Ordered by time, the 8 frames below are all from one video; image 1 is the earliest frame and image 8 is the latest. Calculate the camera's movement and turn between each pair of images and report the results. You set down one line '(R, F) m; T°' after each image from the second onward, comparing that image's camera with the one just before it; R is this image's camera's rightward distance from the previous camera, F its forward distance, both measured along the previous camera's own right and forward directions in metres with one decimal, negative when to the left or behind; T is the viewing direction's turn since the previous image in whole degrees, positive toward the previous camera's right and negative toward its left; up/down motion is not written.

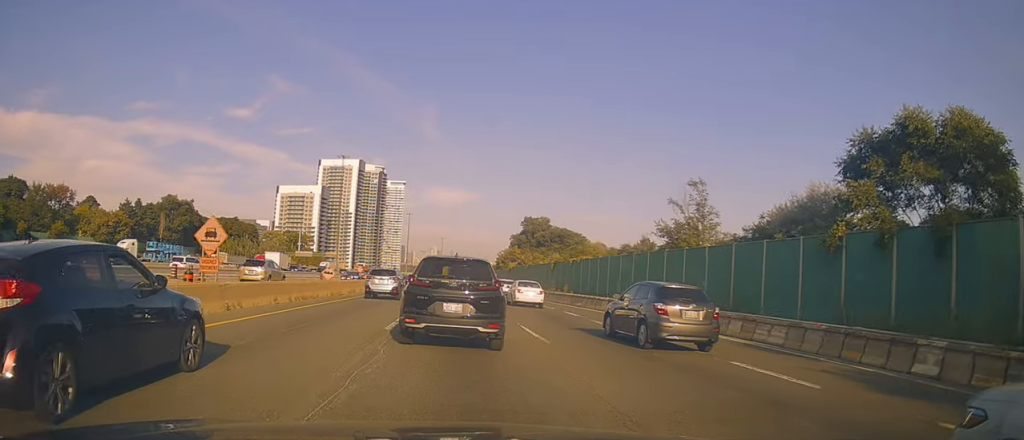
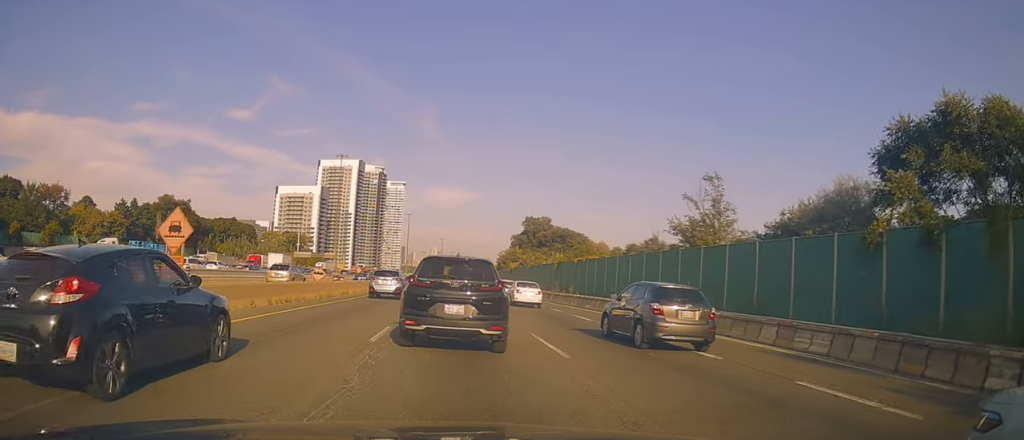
(+0.2, +2.5) m; +2°
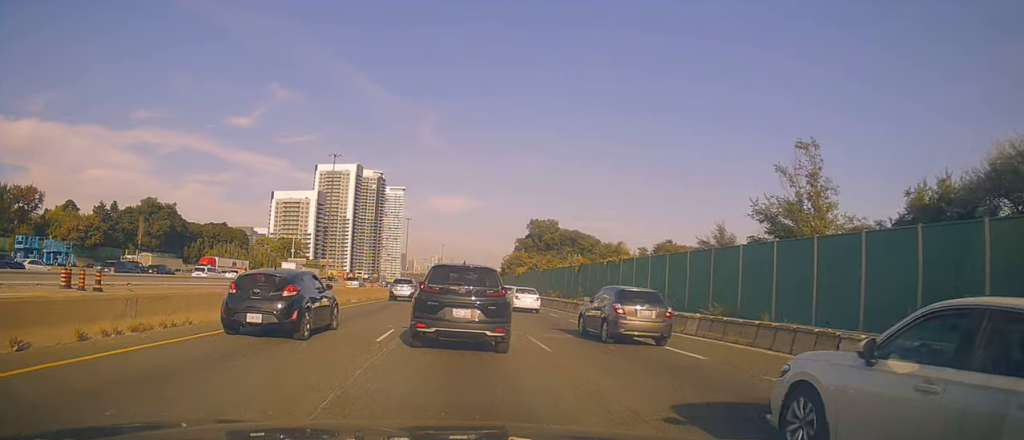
(+0.6, +11.9) m; +1°
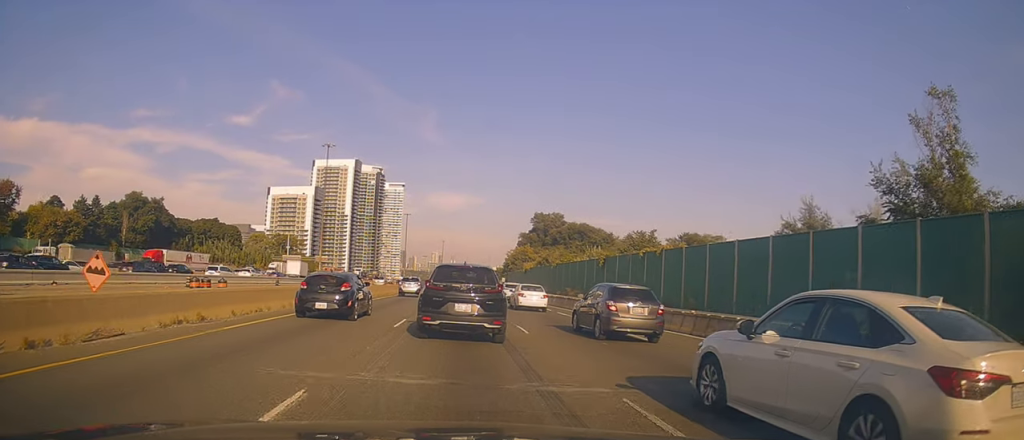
(0.0, +8.0) m; -4°
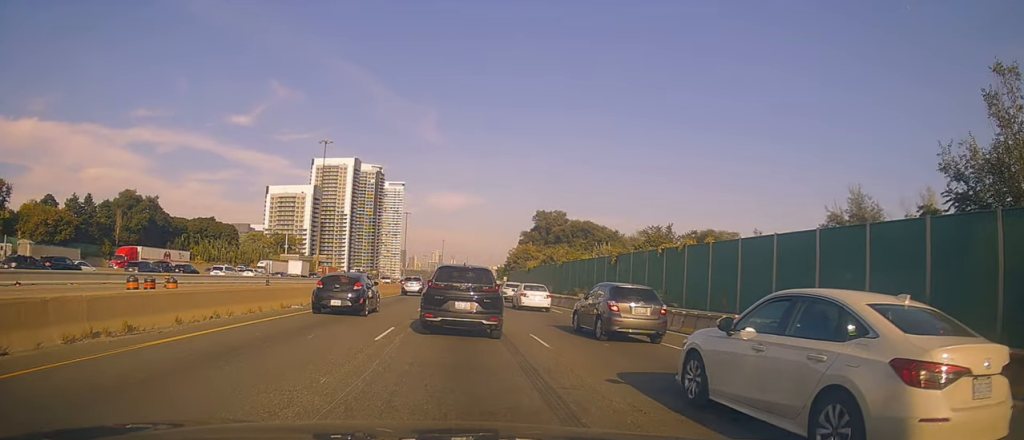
(-0.2, +3.3) m; -2°
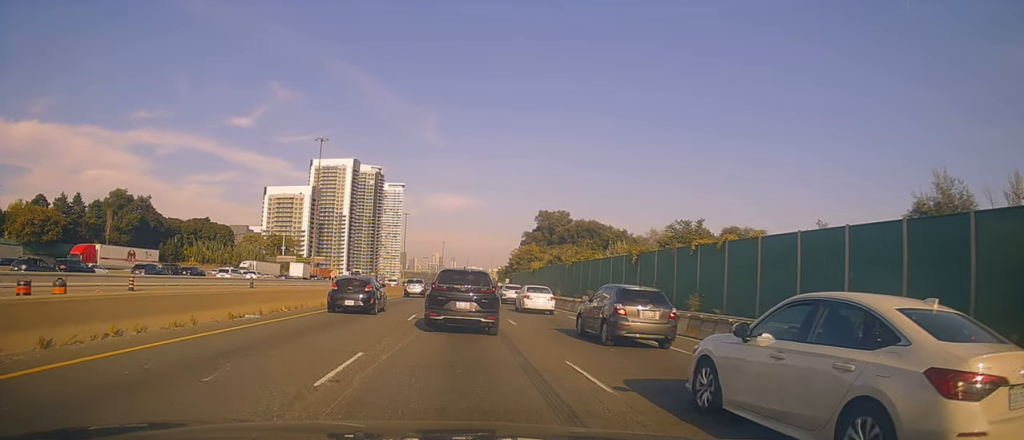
(-0.2, +4.7) m; 0°
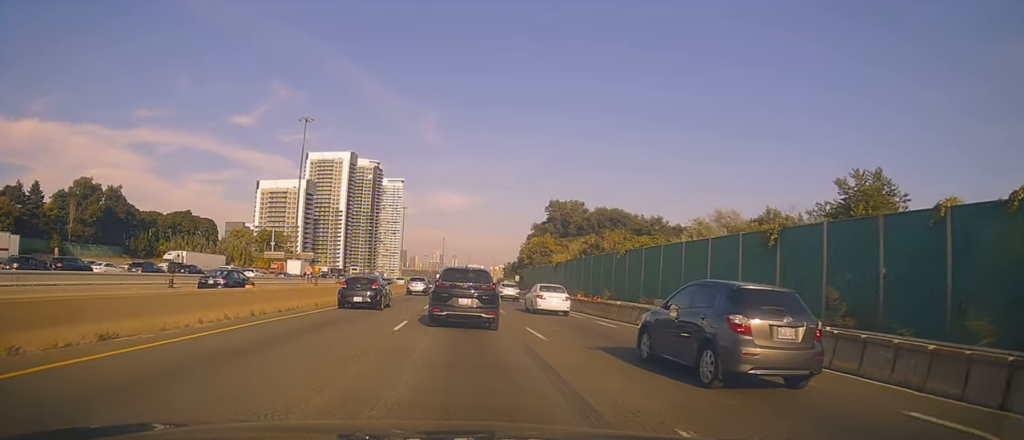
(+1.8, +14.7) m; +4°
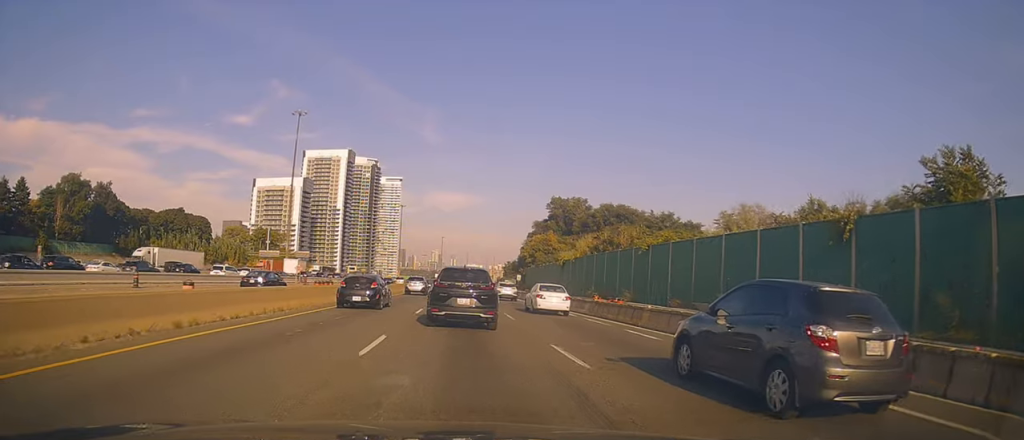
(-0.6, +4.4) m; -3°
